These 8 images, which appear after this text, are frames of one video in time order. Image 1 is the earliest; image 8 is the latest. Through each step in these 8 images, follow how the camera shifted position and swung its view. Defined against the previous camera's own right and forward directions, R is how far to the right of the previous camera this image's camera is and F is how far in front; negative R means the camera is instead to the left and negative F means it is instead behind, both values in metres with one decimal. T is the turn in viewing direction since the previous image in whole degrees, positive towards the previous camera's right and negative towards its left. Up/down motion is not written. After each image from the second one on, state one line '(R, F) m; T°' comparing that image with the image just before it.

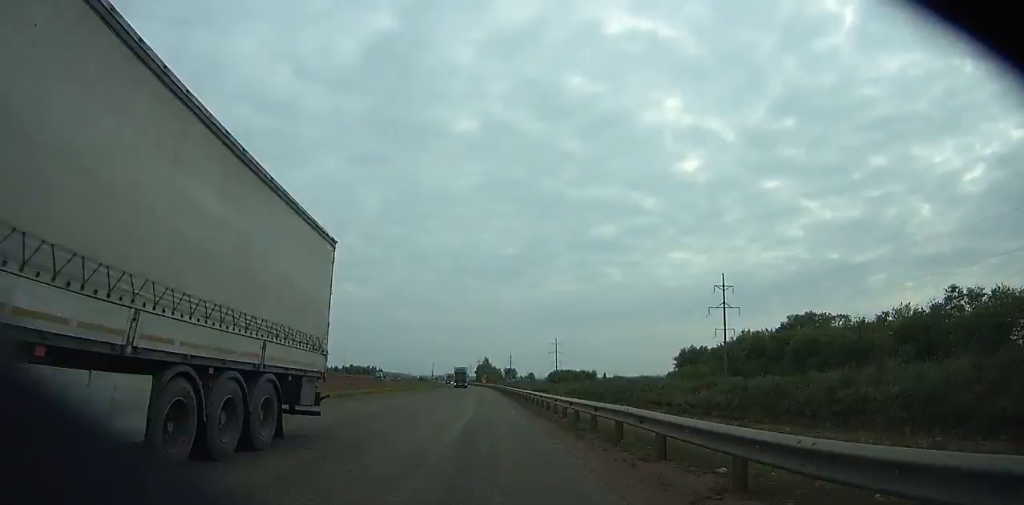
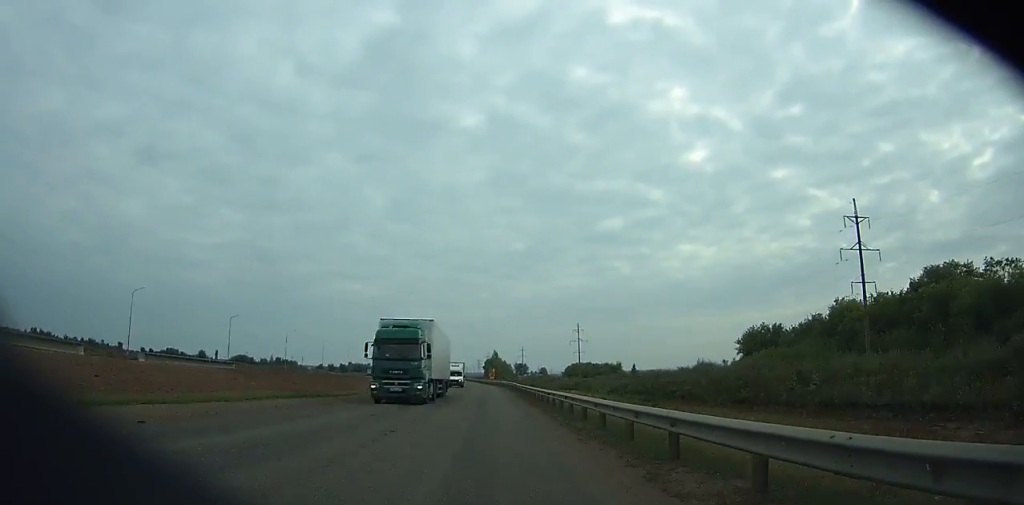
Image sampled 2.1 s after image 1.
(-0.4, +40.9) m; -1°
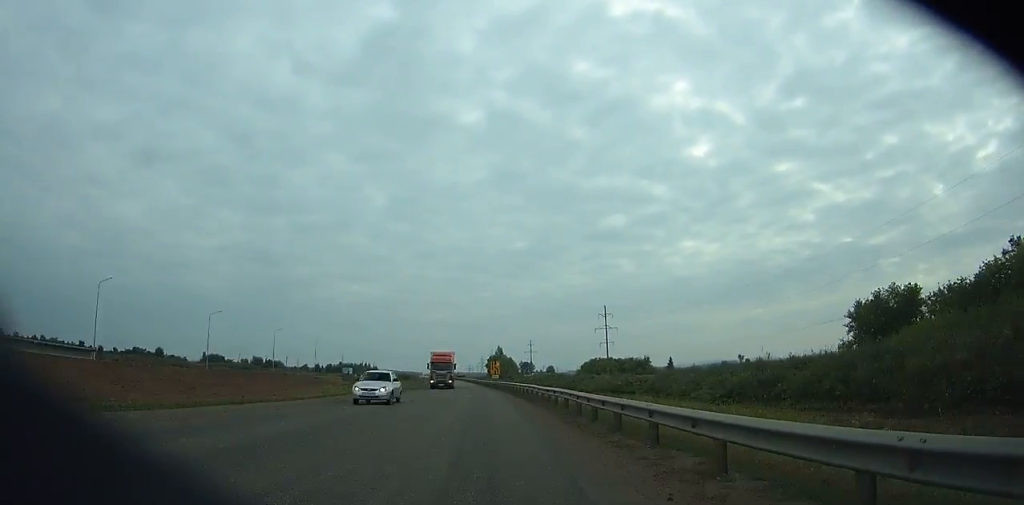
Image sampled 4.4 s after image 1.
(-0.4, +45.4) m; -1°
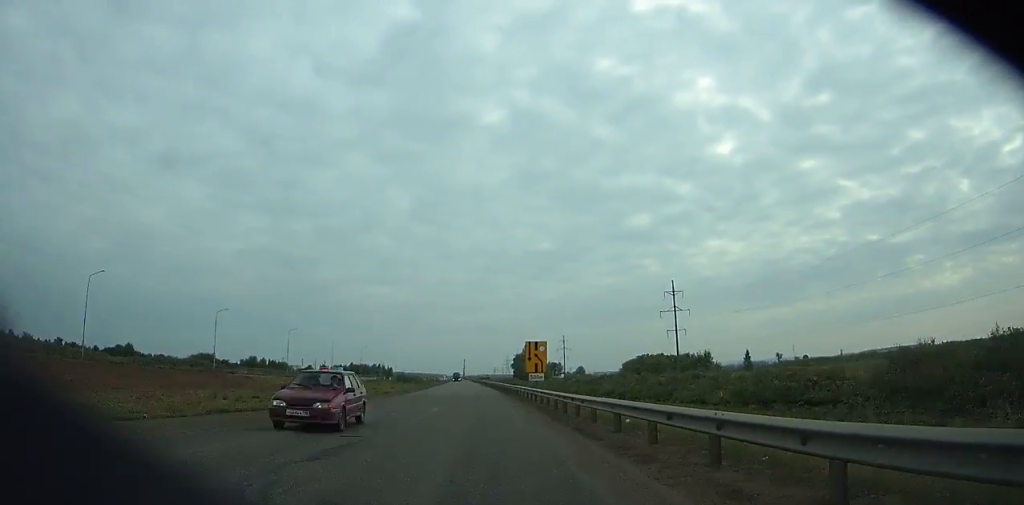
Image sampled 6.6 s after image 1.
(-0.4, +43.9) m; -1°
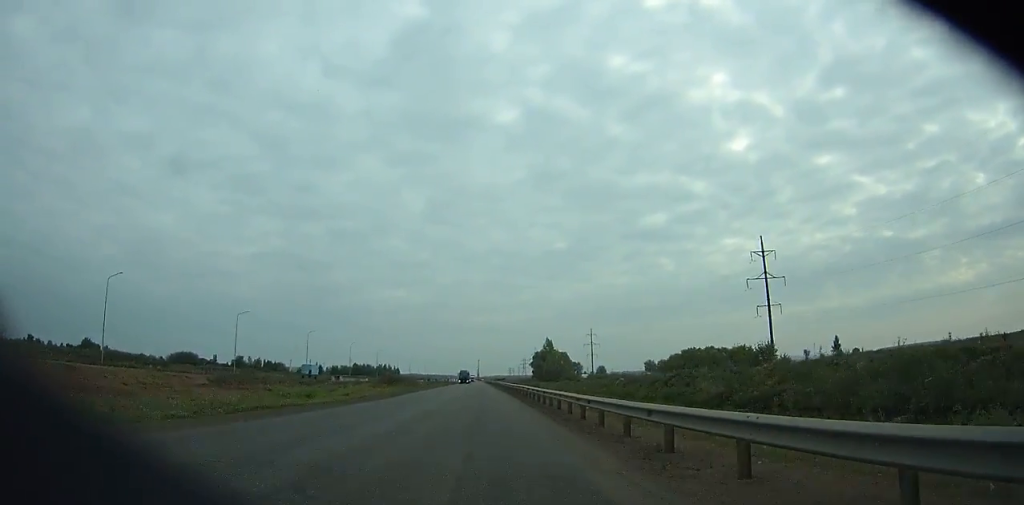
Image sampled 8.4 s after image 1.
(0.0, +36.2) m; -1°
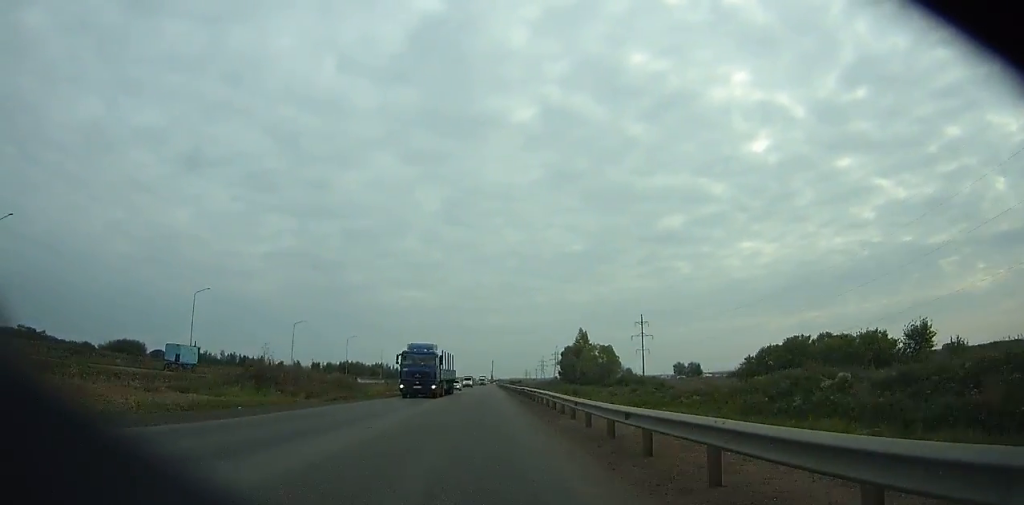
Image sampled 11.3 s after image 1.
(-1.4, +59.1) m; -2°
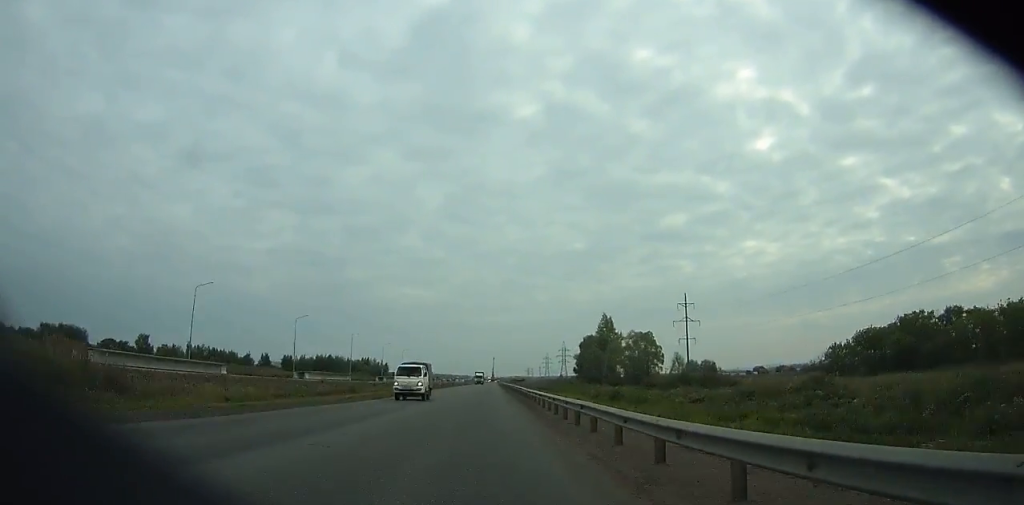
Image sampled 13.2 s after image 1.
(-0.5, +39.2) m; 0°
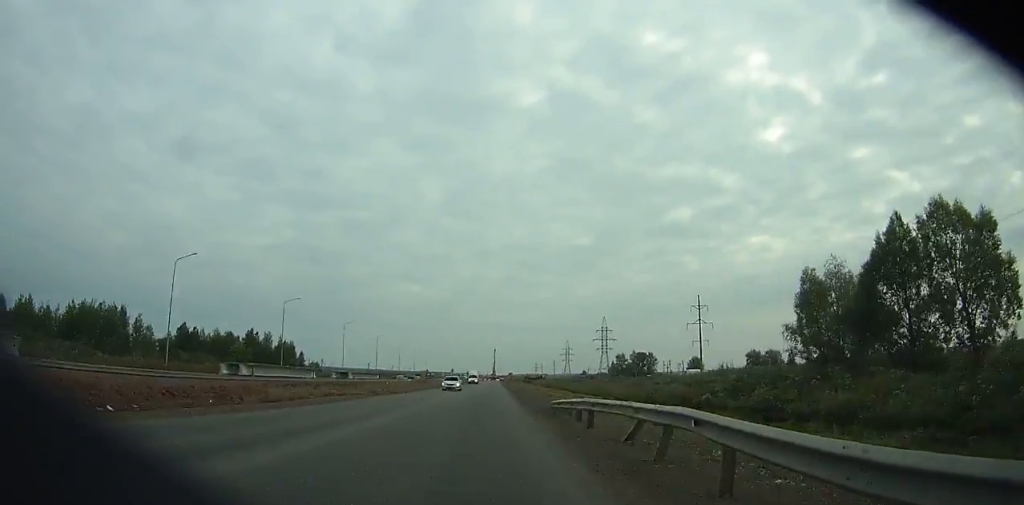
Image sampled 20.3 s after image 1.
(-0.4, +147.5) m; 0°
